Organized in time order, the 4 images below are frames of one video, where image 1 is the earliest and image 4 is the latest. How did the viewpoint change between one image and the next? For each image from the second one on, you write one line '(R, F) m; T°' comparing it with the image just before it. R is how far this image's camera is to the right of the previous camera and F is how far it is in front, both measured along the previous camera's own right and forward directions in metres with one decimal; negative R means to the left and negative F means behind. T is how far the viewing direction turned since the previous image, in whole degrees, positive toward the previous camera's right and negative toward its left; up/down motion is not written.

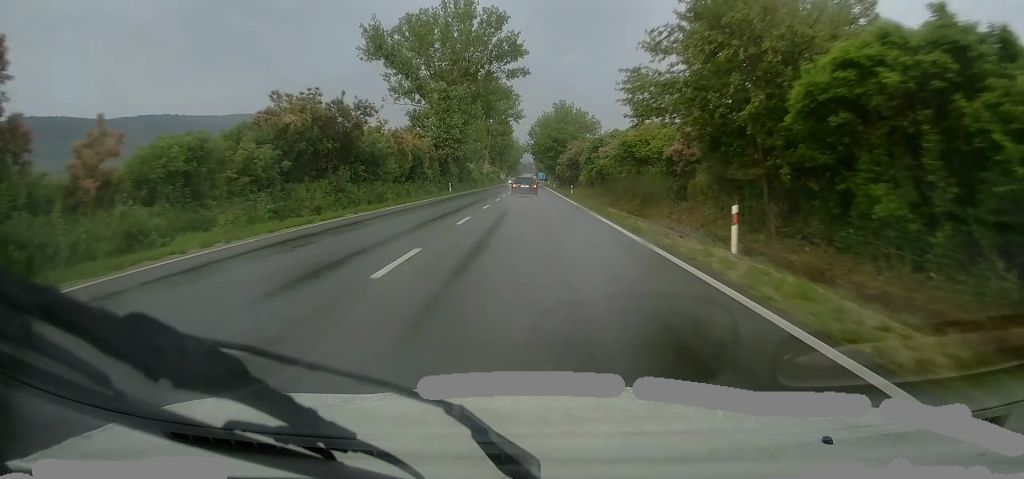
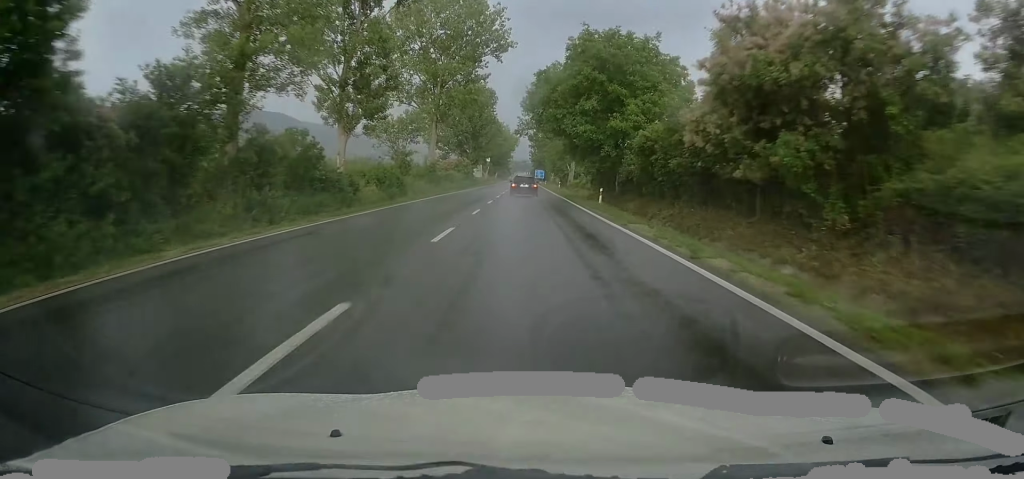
(+0.9, +76.0) m; +1°
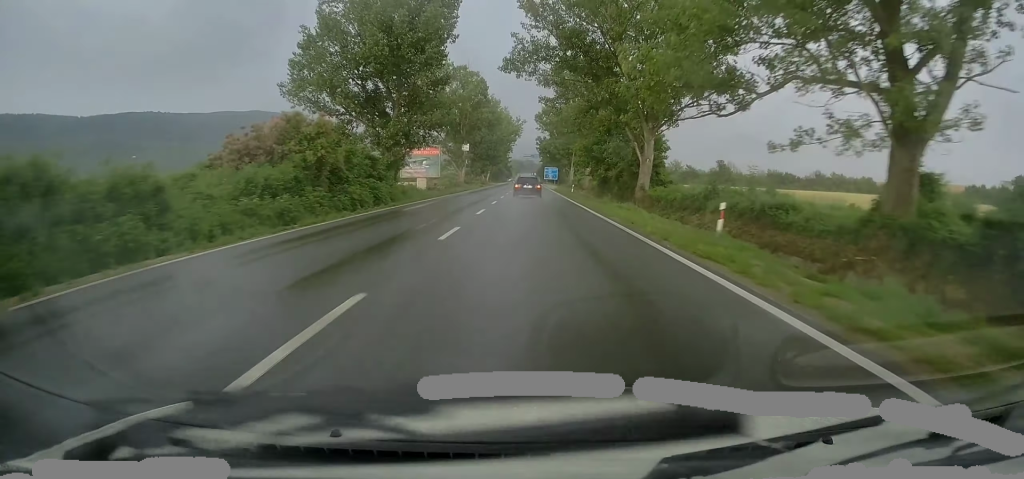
(-0.2, +70.8) m; 0°
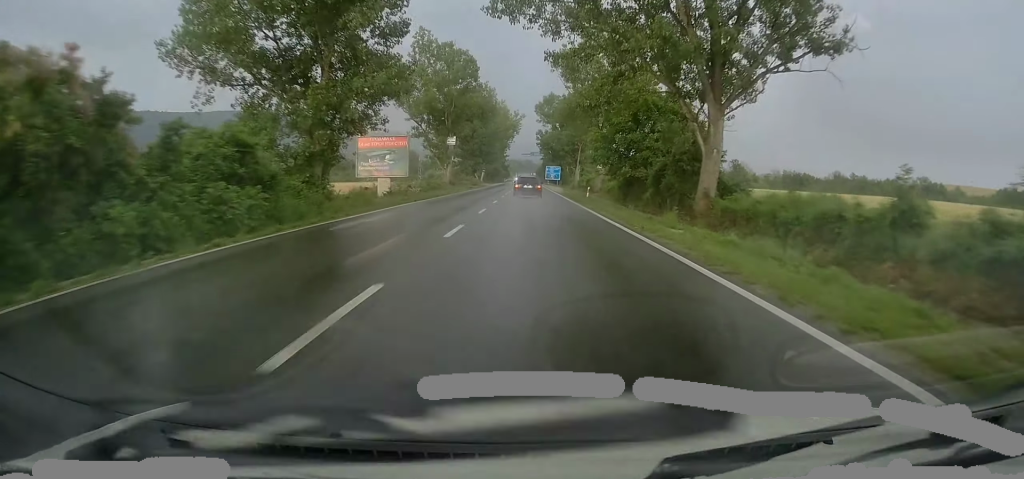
(+0.2, +17.2) m; +1°
